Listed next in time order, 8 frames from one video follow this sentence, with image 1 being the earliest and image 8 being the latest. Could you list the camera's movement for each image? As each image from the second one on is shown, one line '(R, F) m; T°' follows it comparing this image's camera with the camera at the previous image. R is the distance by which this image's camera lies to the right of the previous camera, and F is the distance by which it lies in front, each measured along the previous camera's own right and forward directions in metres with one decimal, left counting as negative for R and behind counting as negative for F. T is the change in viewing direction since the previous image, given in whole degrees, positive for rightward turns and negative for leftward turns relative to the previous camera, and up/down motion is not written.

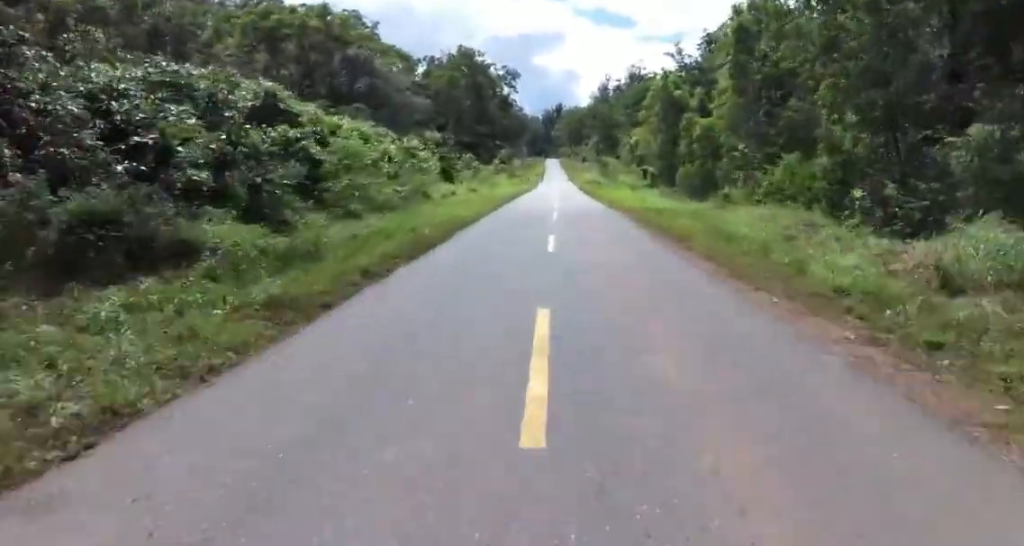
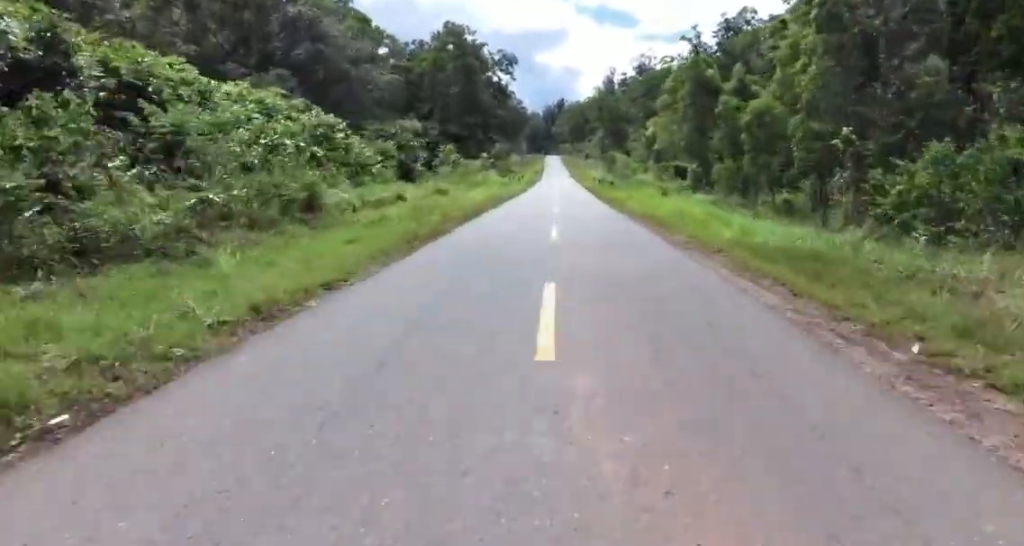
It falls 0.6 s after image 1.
(+0.6, +15.8) m; 0°
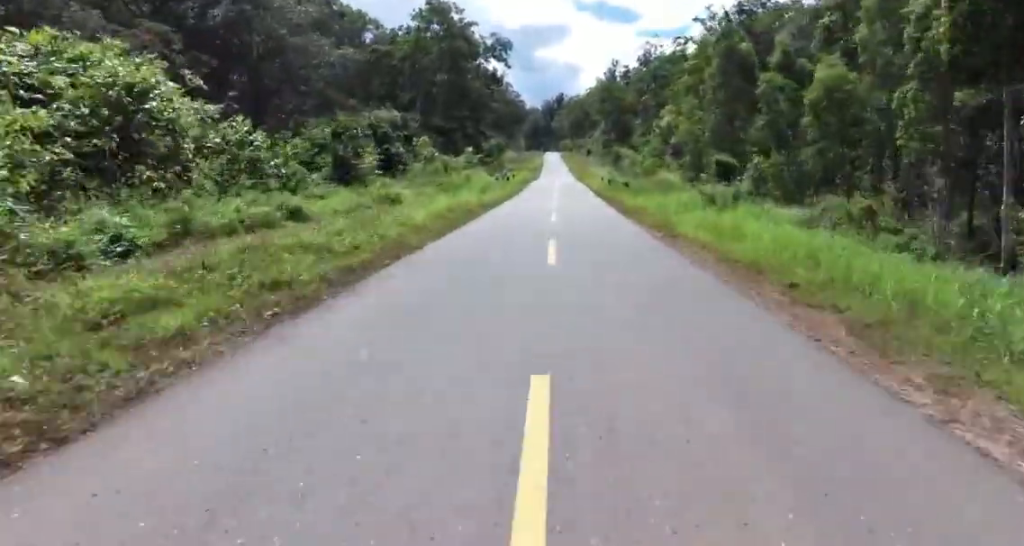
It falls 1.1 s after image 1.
(+0.2, +10.8) m; 0°
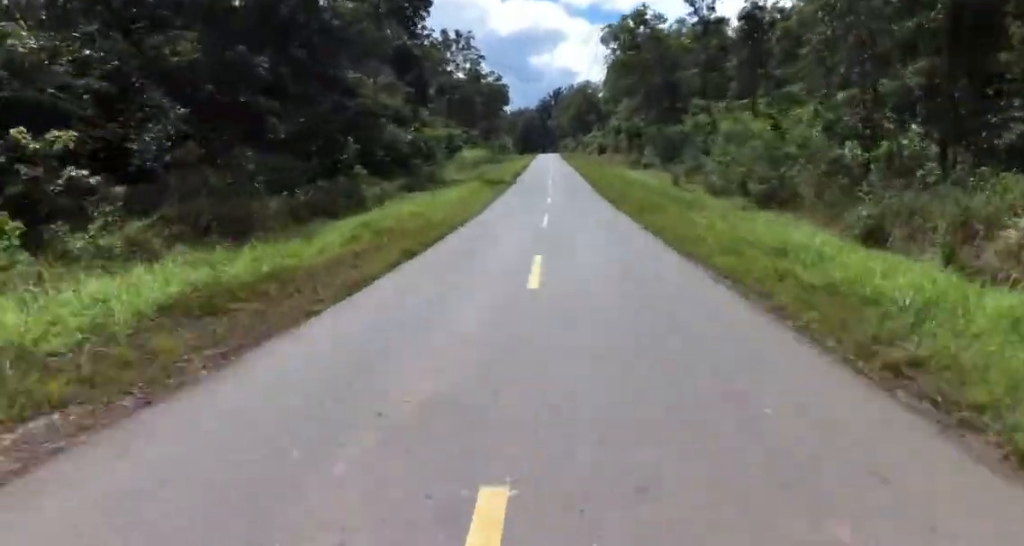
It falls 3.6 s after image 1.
(-2.0, +61.8) m; -2°
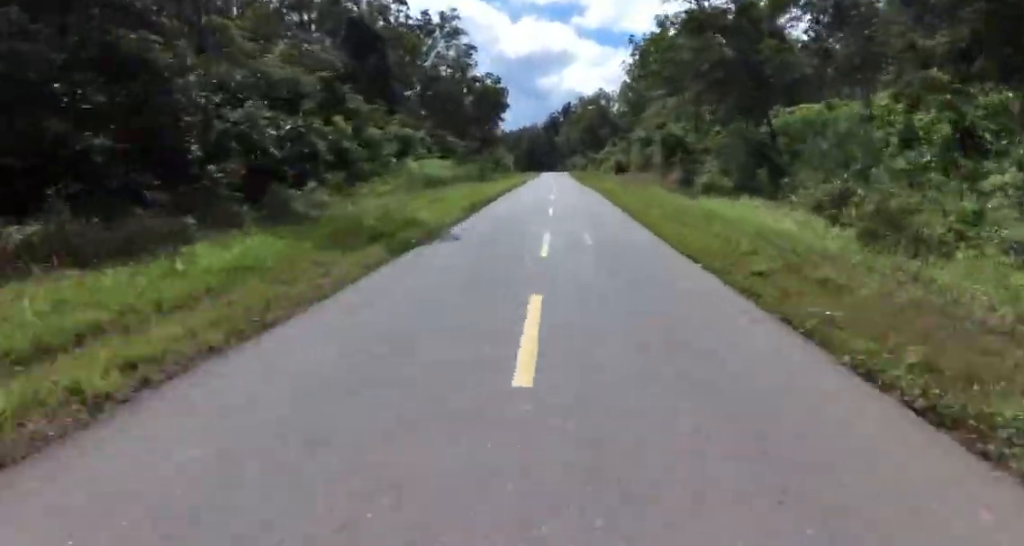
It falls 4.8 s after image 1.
(-0.1, +28.0) m; 0°
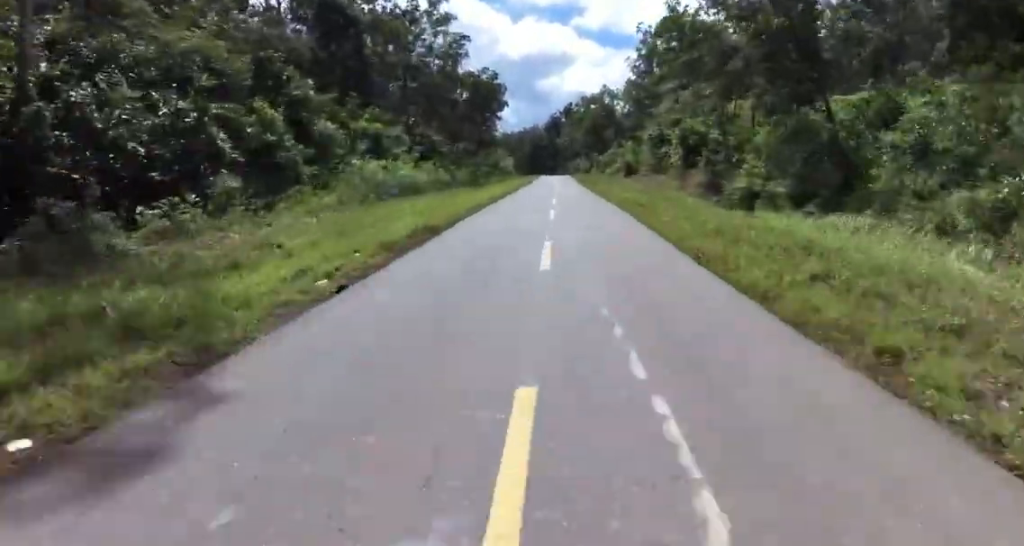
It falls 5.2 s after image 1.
(0.0, +10.9) m; 0°
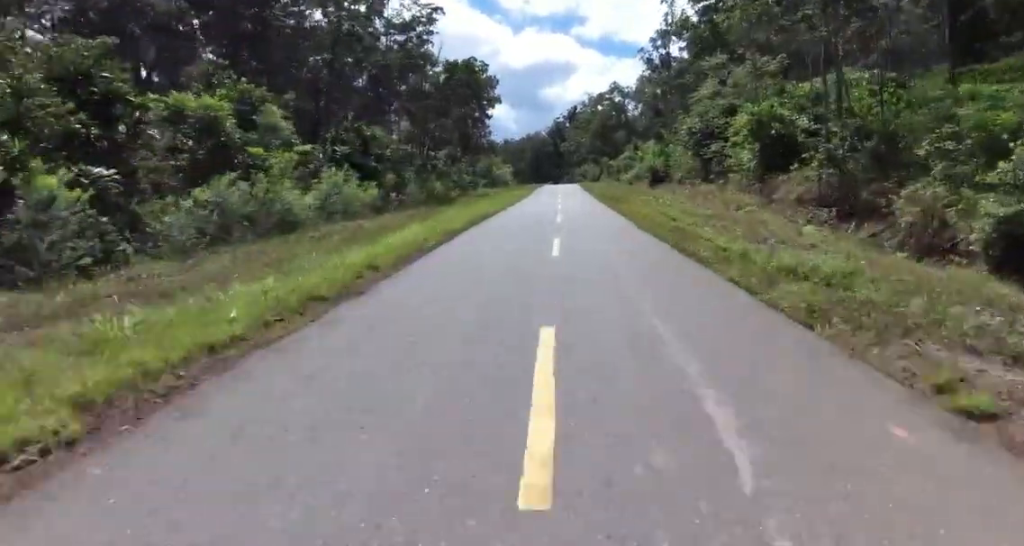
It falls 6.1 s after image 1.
(0.0, +22.9) m; 0°
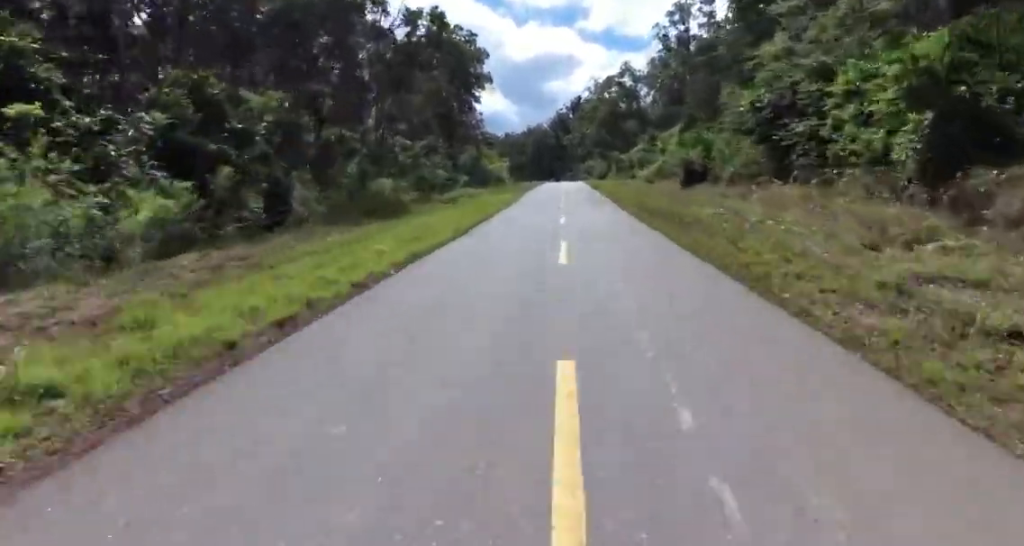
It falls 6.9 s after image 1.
(0.0, +18.8) m; 0°
